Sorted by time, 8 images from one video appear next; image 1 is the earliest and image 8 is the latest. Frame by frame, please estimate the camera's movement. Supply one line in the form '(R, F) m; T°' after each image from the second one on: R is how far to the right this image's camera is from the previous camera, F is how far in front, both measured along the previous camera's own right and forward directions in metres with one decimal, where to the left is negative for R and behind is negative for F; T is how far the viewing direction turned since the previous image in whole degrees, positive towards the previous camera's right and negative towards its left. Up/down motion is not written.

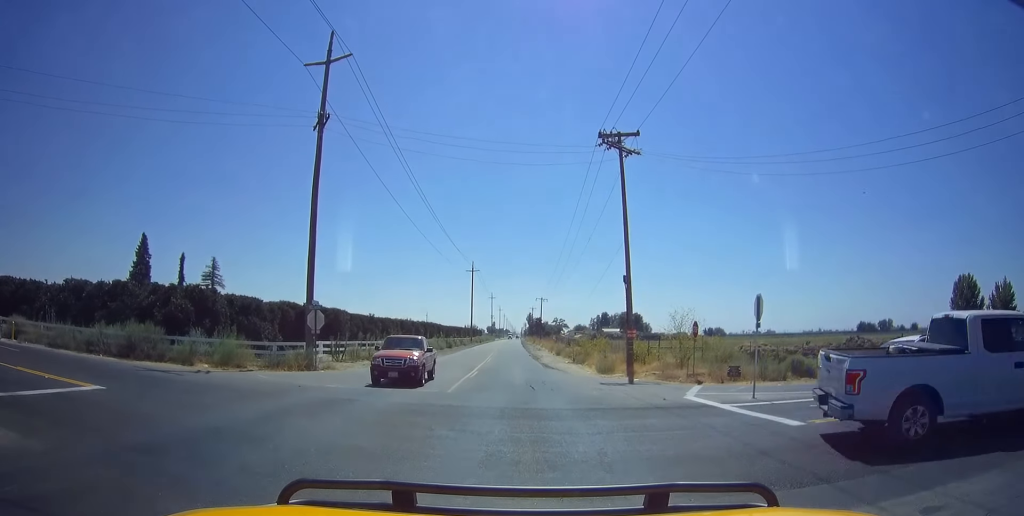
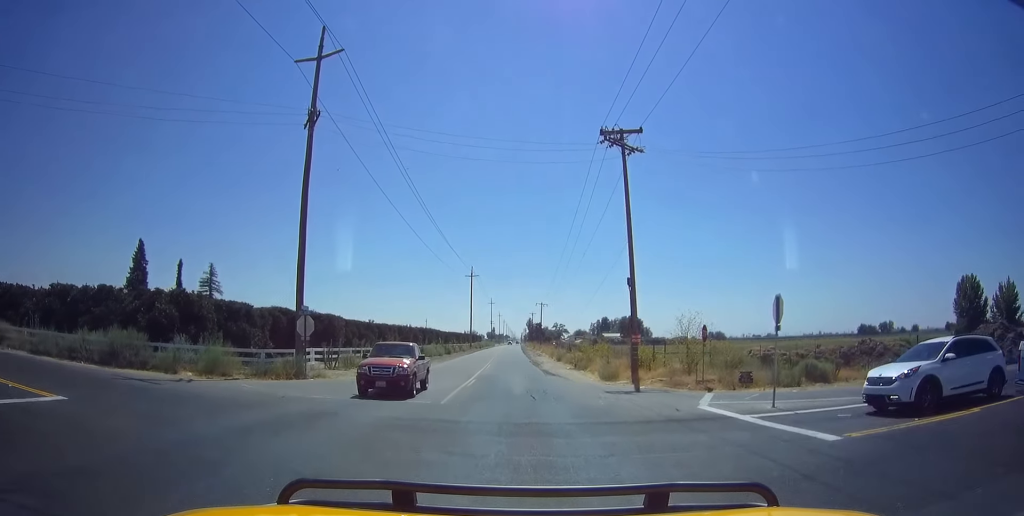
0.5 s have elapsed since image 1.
(0.0, +2.7) m; 0°
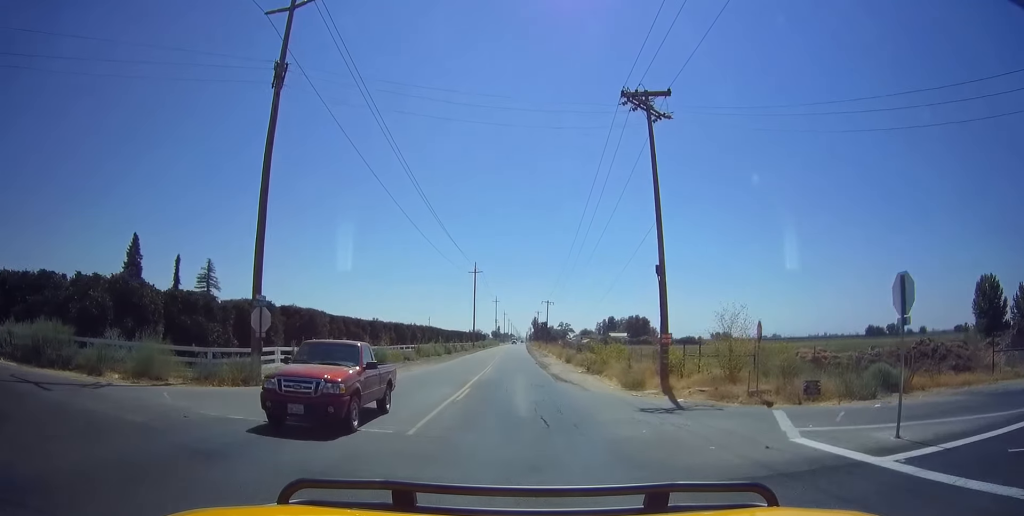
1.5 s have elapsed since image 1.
(0.0, +7.4) m; 0°
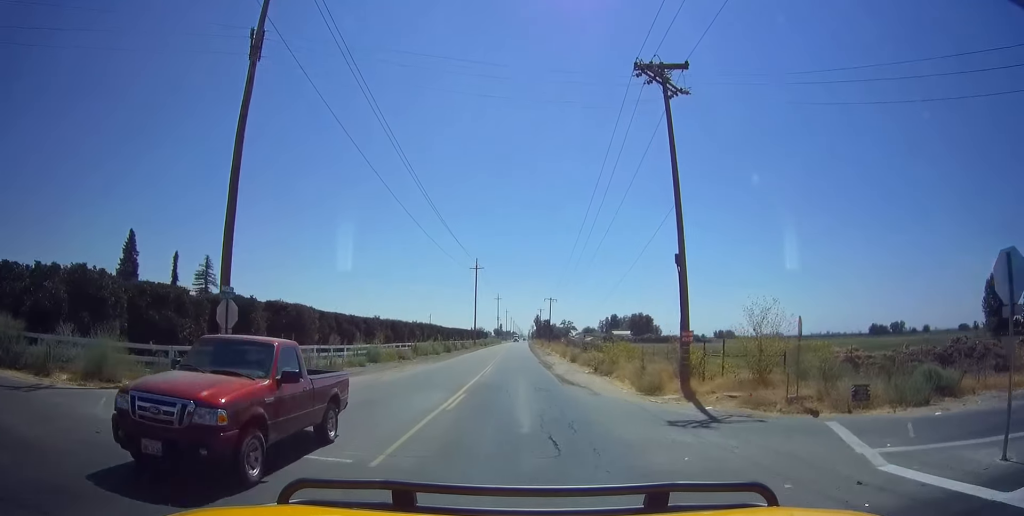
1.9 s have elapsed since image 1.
(0.0, +3.4) m; 0°
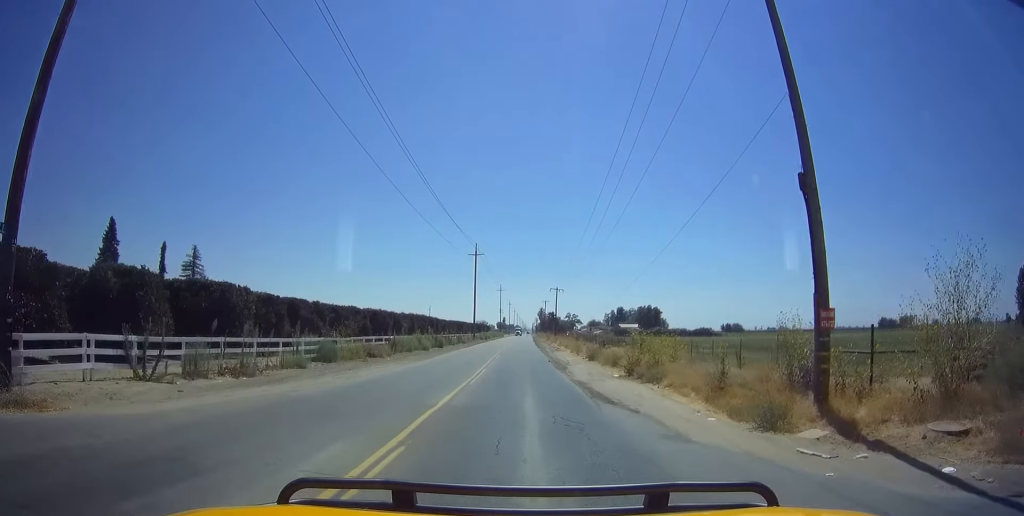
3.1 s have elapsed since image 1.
(0.0, +12.2) m; 0°
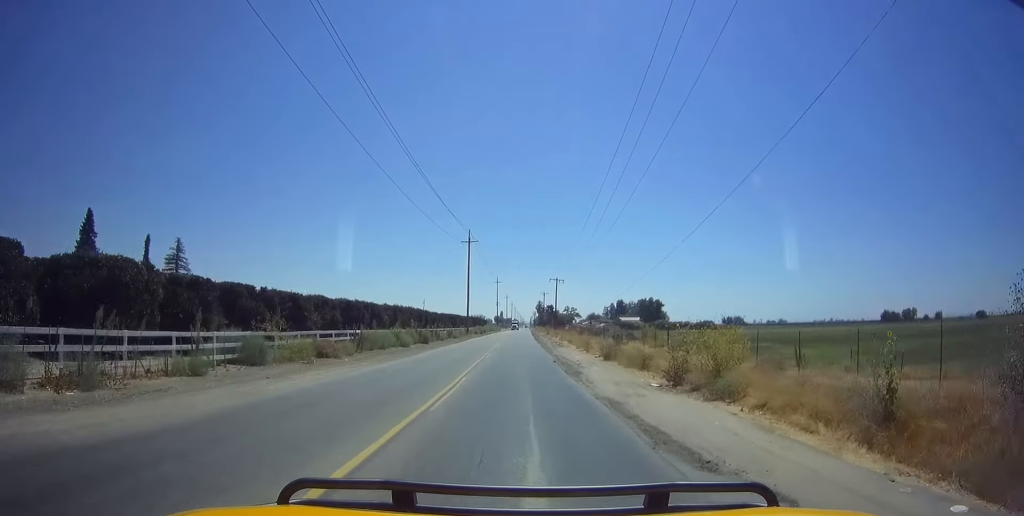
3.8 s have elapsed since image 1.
(0.0, +9.4) m; 0°
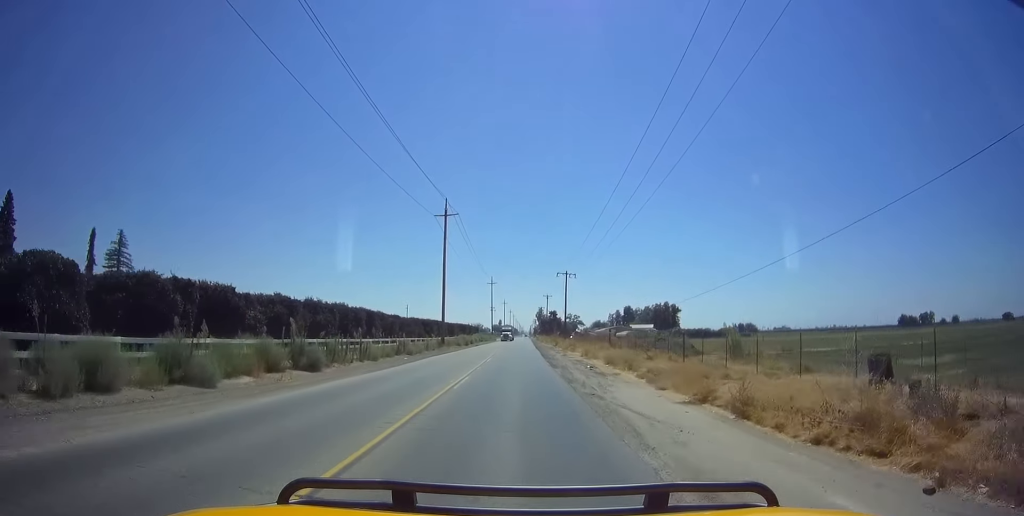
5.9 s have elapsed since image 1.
(-1.4, +31.4) m; -2°
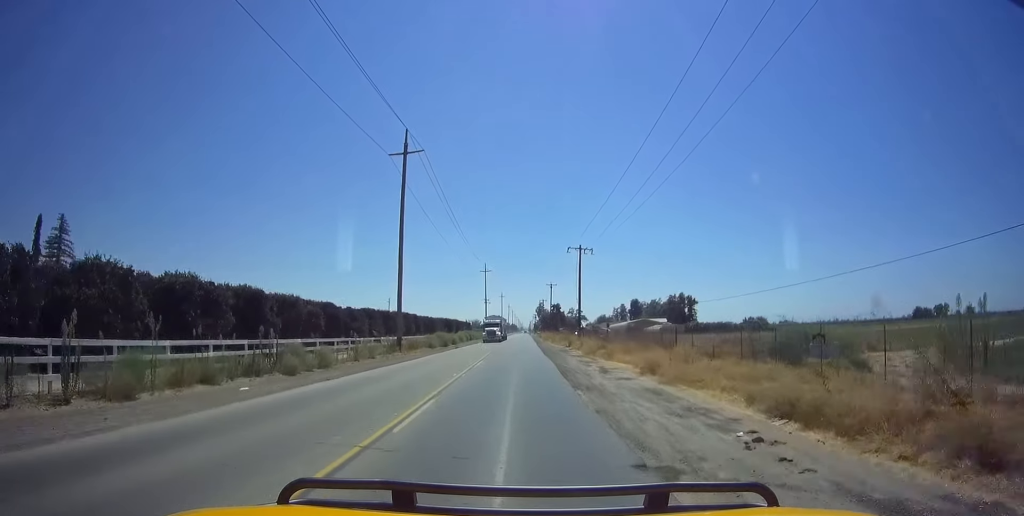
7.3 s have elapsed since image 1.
(+0.9, +24.2) m; +2°
